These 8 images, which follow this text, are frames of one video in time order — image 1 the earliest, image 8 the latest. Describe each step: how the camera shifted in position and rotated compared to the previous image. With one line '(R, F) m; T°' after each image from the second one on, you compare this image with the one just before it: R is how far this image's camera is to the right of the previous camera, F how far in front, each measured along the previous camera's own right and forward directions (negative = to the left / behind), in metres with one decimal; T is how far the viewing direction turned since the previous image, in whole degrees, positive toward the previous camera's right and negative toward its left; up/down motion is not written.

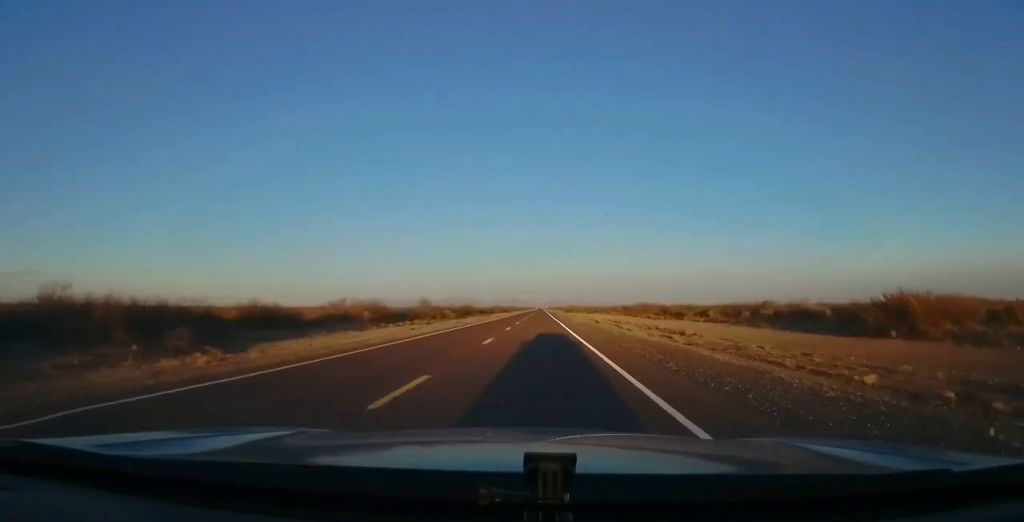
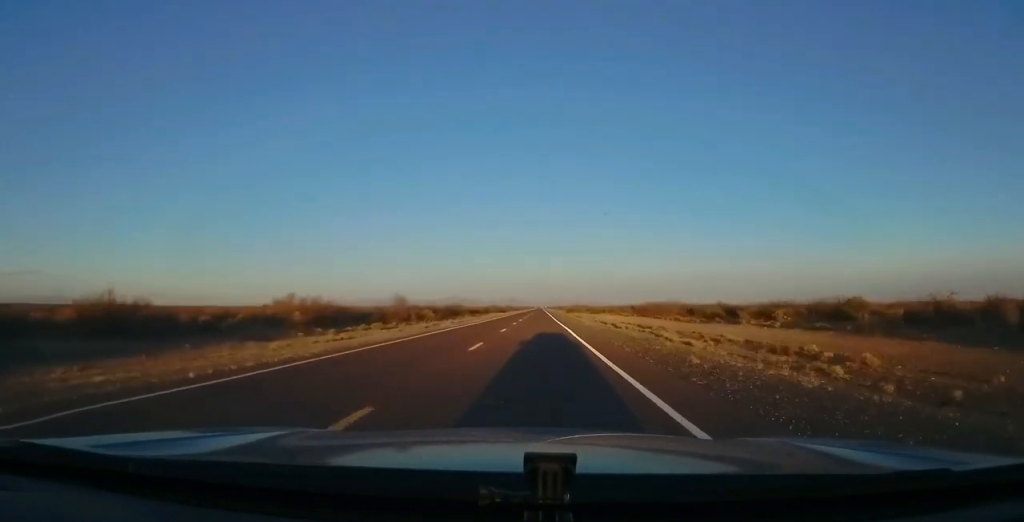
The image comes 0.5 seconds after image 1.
(0.0, +15.6) m; 0°
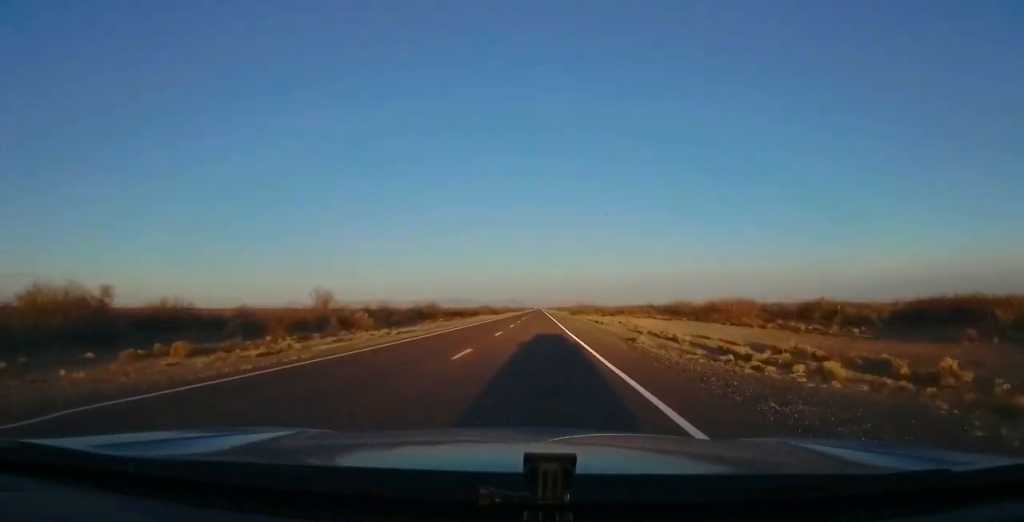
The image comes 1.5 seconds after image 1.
(0.0, +27.2) m; 0°
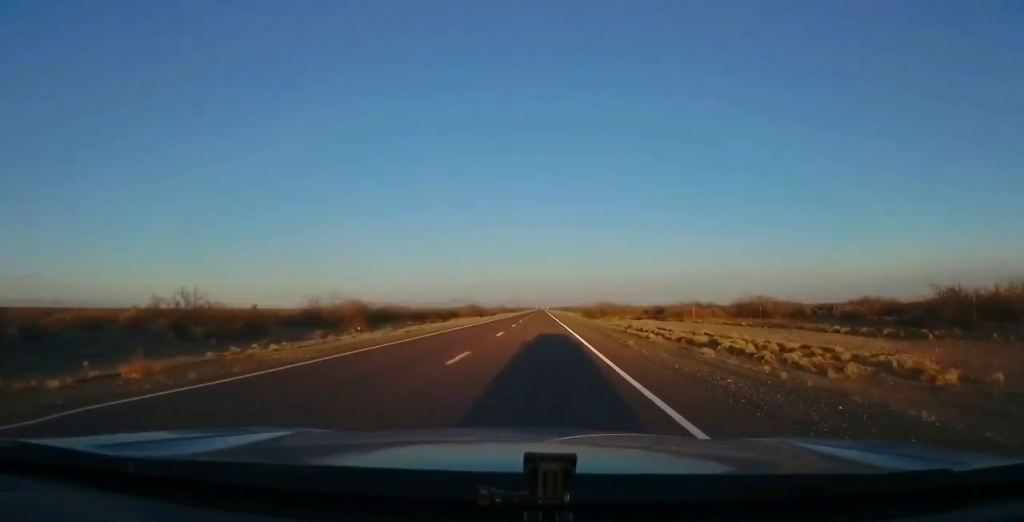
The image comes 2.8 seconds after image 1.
(-0.3, +37.8) m; -1°
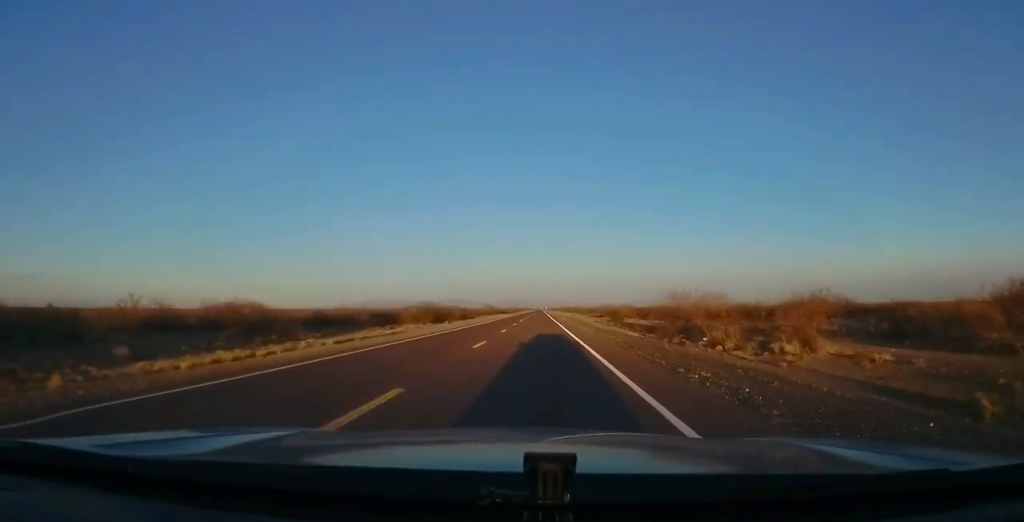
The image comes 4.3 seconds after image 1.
(0.0, +43.9) m; 0°
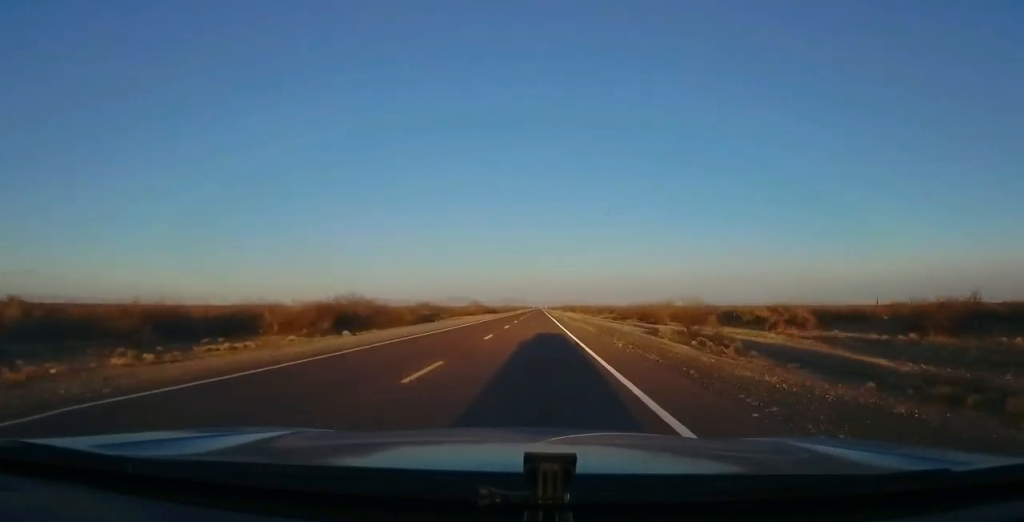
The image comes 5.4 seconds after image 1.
(-0.2, +33.3) m; 0°
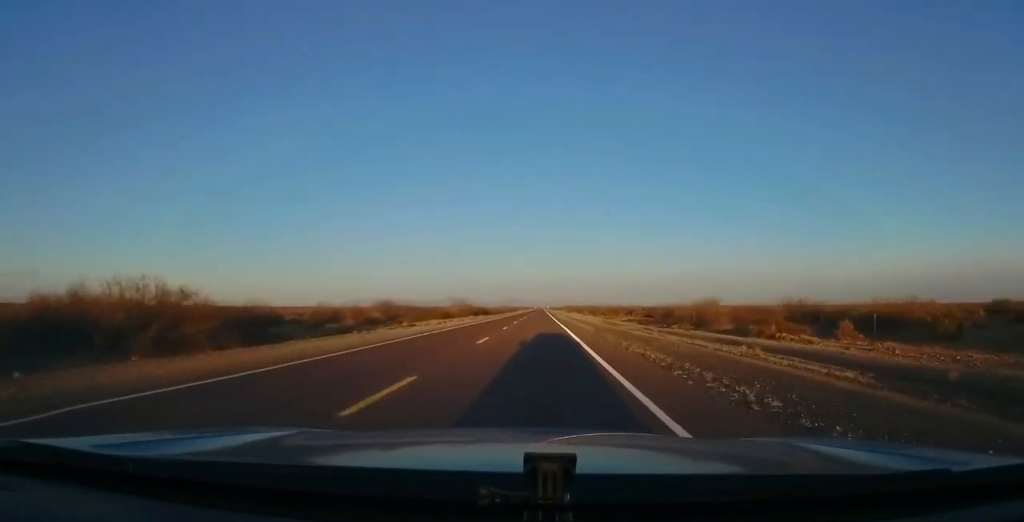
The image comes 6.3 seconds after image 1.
(+0.3, +27.4) m; +1°
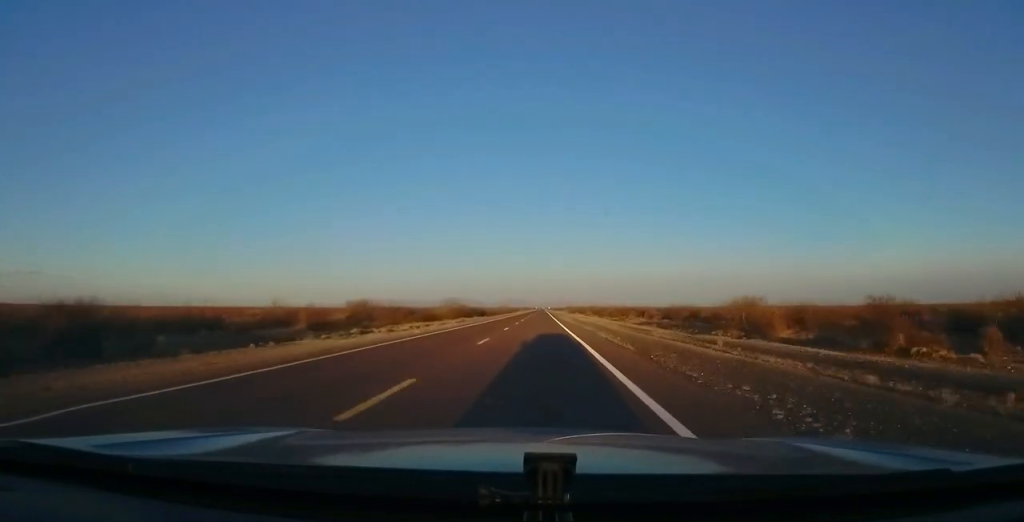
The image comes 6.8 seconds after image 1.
(+0.1, +12.7) m; 0°
